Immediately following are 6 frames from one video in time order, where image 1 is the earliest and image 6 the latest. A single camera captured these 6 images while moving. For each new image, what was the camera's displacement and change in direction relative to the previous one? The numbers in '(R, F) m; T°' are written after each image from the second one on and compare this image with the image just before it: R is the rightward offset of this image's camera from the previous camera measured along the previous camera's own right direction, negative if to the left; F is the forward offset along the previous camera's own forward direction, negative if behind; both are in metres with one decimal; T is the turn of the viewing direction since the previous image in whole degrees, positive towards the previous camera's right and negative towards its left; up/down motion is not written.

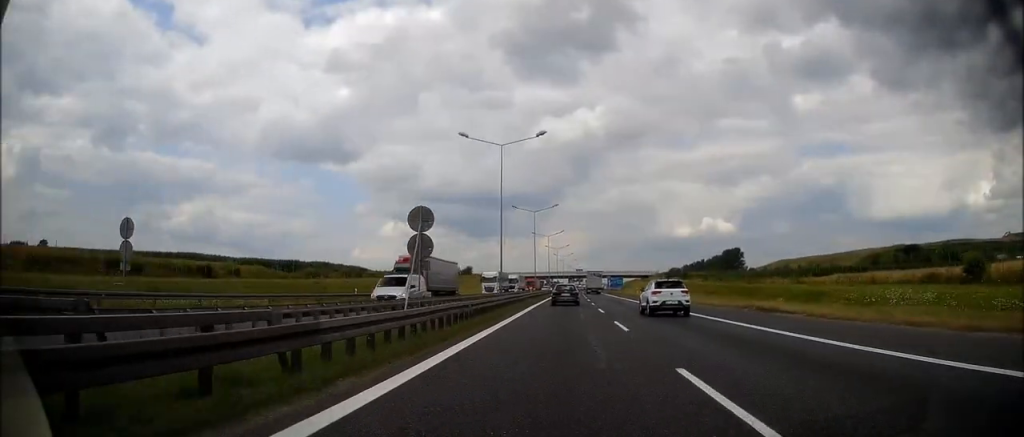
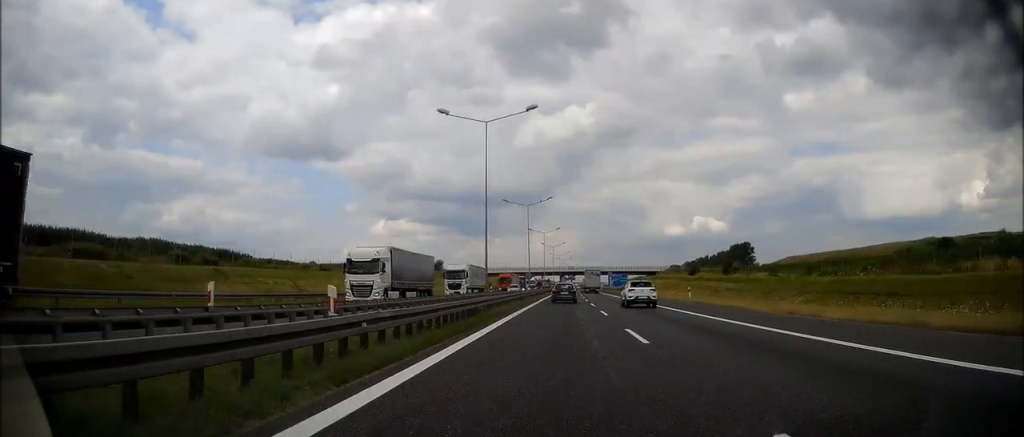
(0.0, +42.3) m; +1°
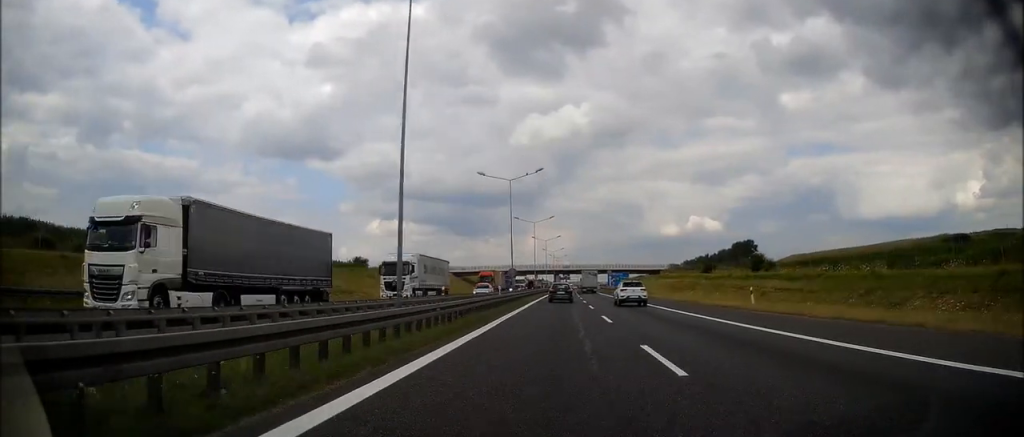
(+0.2, +17.7) m; +1°
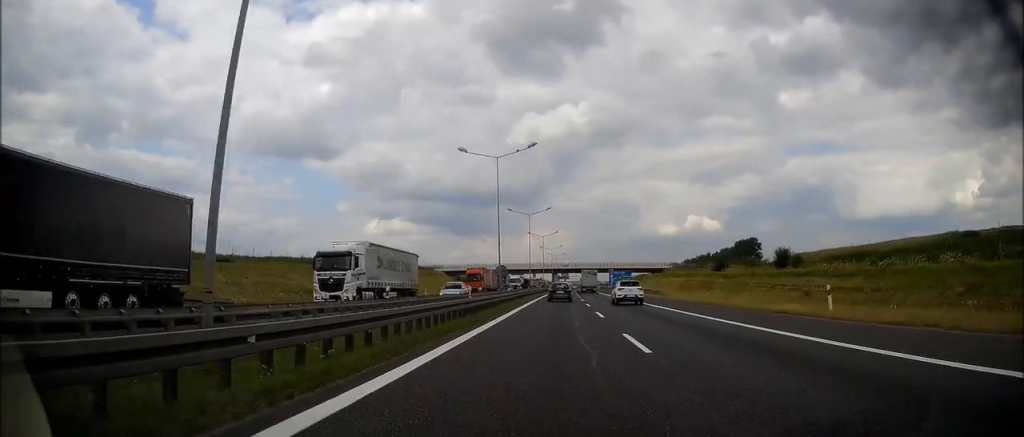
(+0.1, +9.7) m; 0°
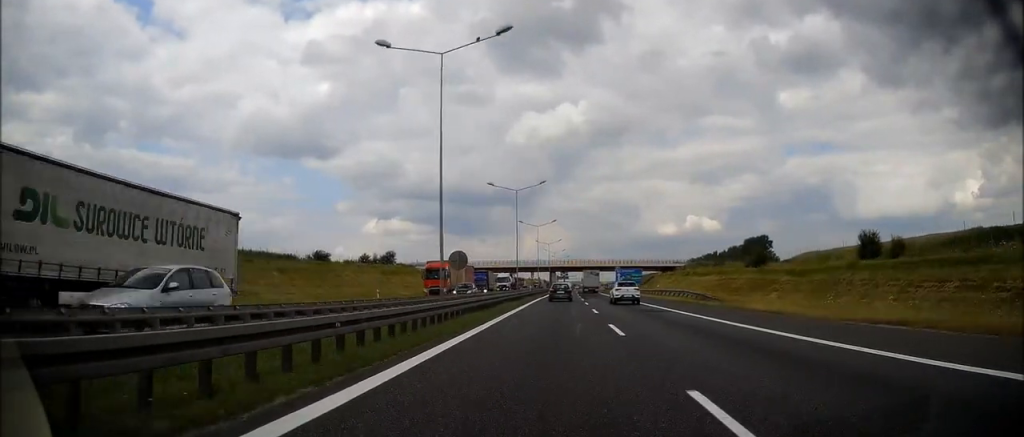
(0.0, +21.5) m; 0°
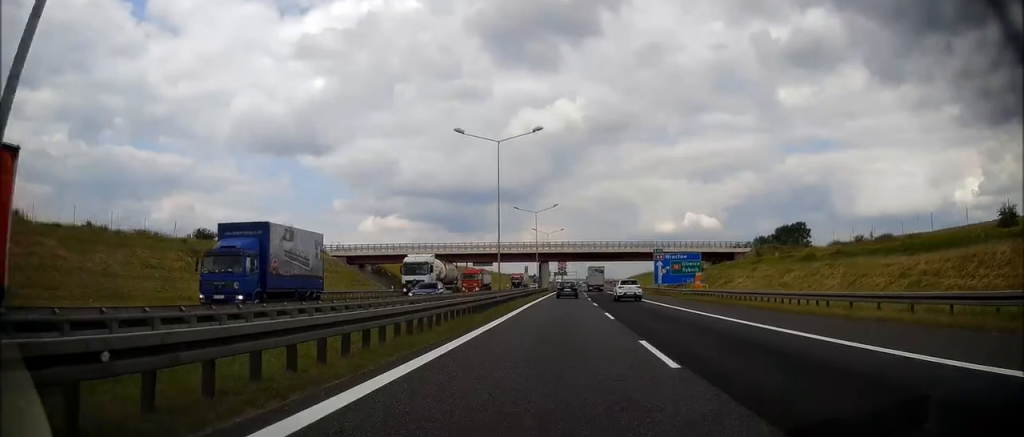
(-0.9, +57.3) m; -1°
